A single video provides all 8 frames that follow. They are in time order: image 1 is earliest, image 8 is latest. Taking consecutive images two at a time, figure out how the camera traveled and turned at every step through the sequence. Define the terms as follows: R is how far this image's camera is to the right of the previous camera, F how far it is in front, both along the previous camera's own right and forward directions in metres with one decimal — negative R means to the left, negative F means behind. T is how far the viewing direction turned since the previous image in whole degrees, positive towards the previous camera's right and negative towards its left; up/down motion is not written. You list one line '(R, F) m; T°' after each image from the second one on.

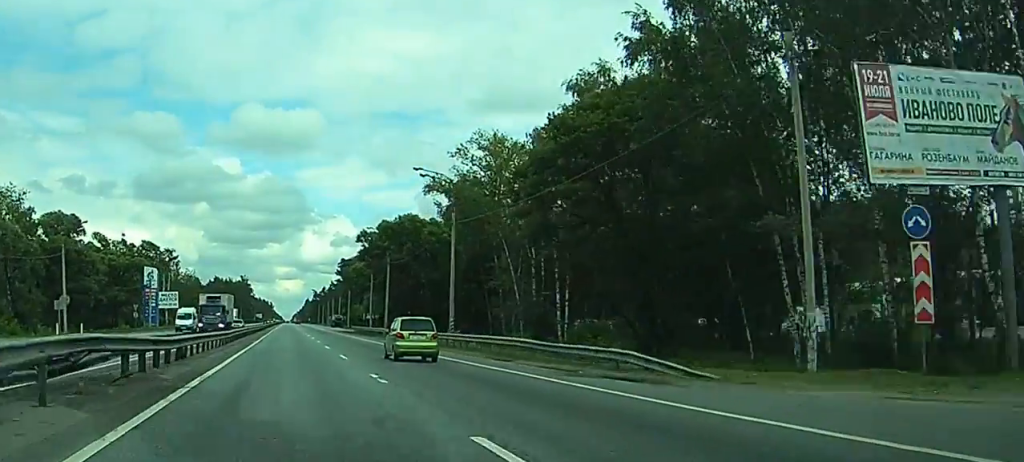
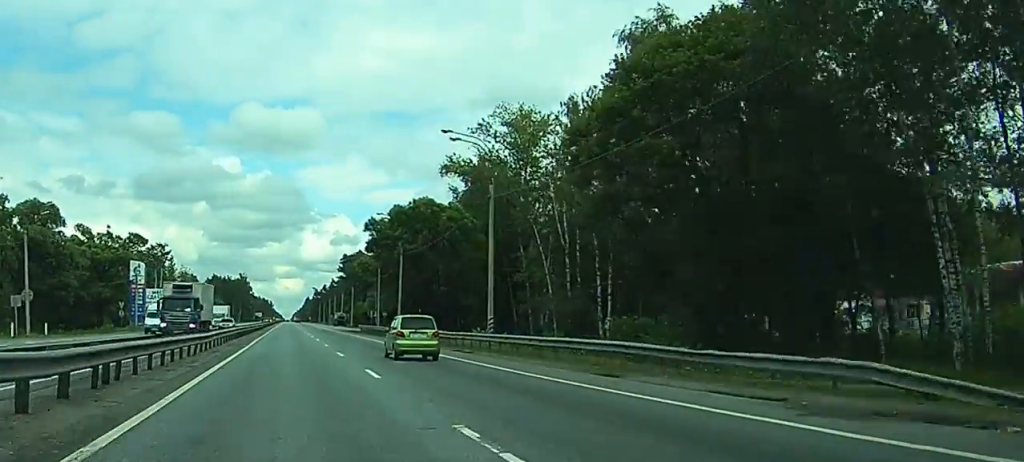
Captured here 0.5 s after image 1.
(0.0, +11.4) m; 0°
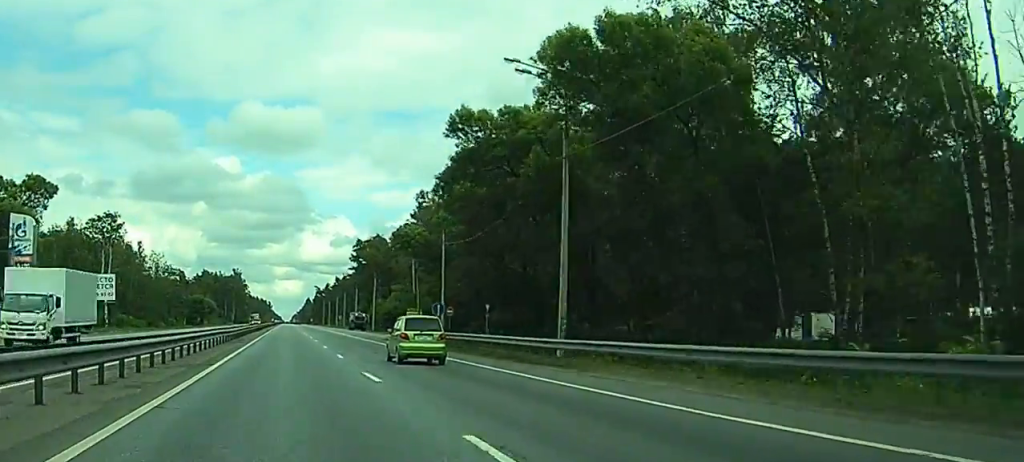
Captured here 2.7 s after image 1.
(+0.2, +50.1) m; +1°
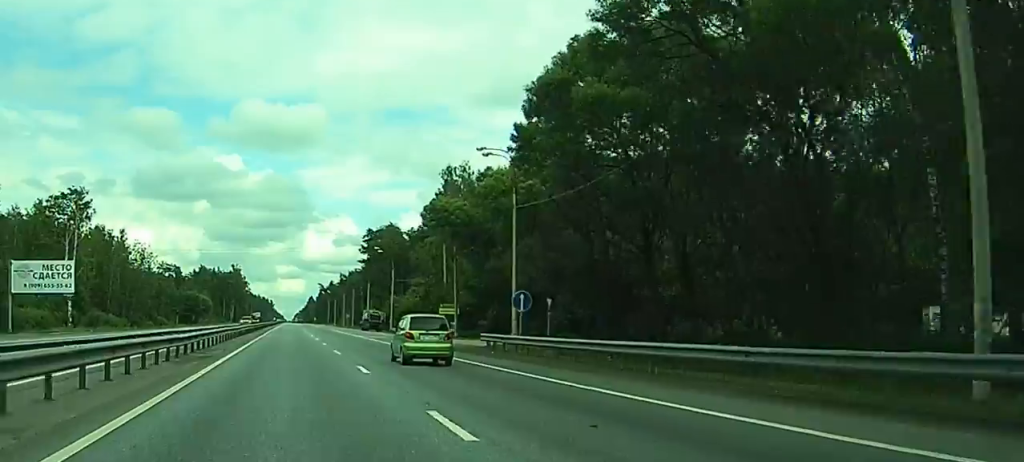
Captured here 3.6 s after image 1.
(0.0, +21.4) m; 0°
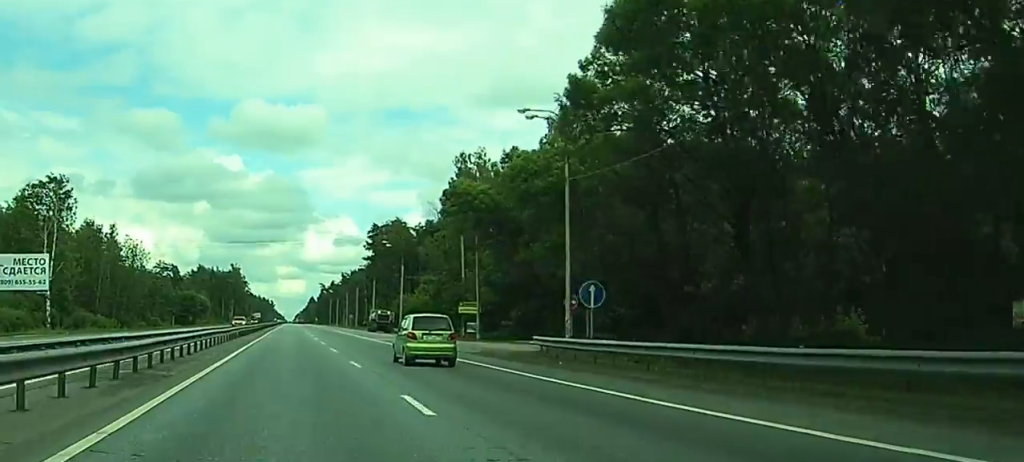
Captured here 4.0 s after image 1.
(0.0, +9.3) m; 0°
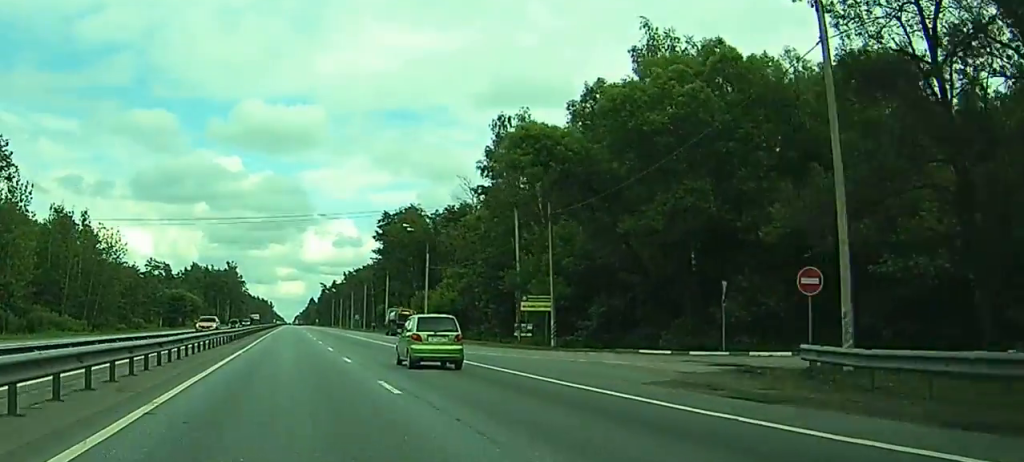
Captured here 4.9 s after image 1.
(0.0, +20.3) m; 0°
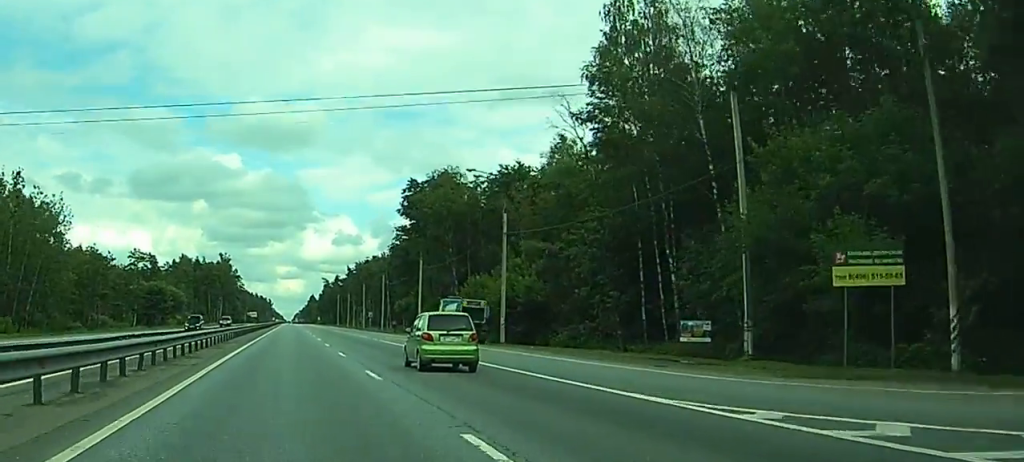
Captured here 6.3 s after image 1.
(+0.1, +32.5) m; 0°
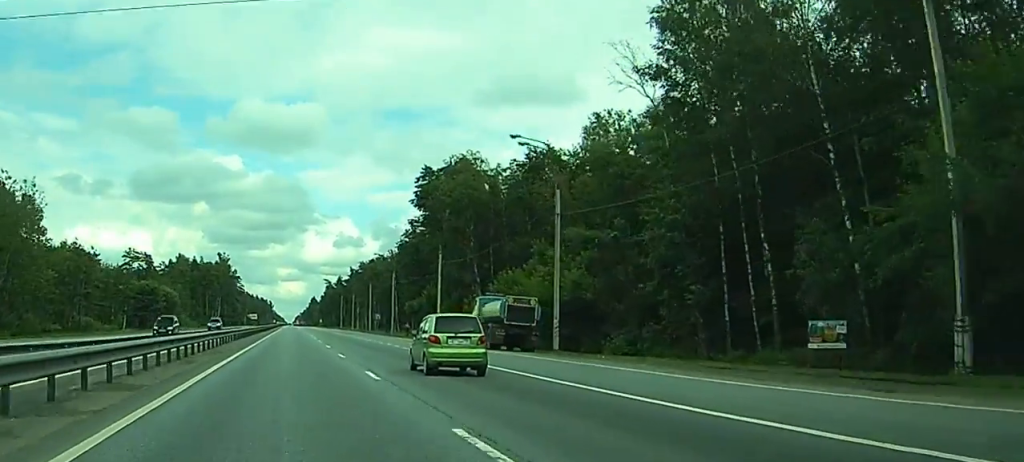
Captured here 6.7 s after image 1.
(-0.1, +11.3) m; 0°
